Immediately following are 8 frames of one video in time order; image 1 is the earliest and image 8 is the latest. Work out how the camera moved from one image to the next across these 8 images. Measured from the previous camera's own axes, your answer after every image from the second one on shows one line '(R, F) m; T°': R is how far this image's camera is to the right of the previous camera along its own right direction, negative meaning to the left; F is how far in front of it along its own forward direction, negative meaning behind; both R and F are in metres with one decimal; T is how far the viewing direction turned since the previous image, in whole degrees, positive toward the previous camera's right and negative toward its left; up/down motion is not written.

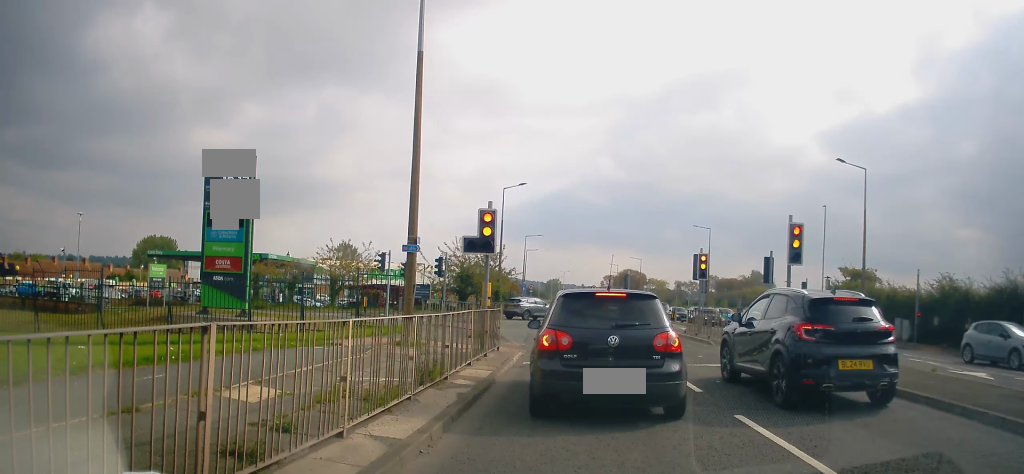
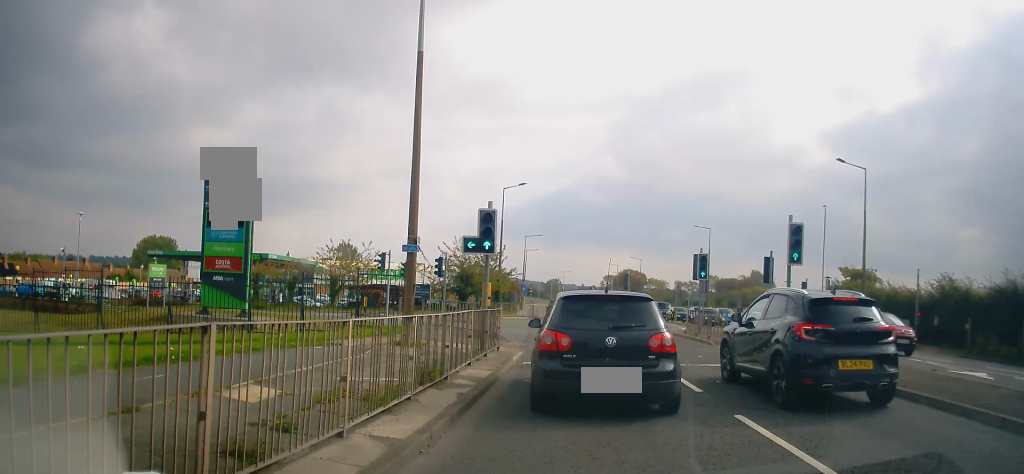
(0.0, 0.0) m; 0°
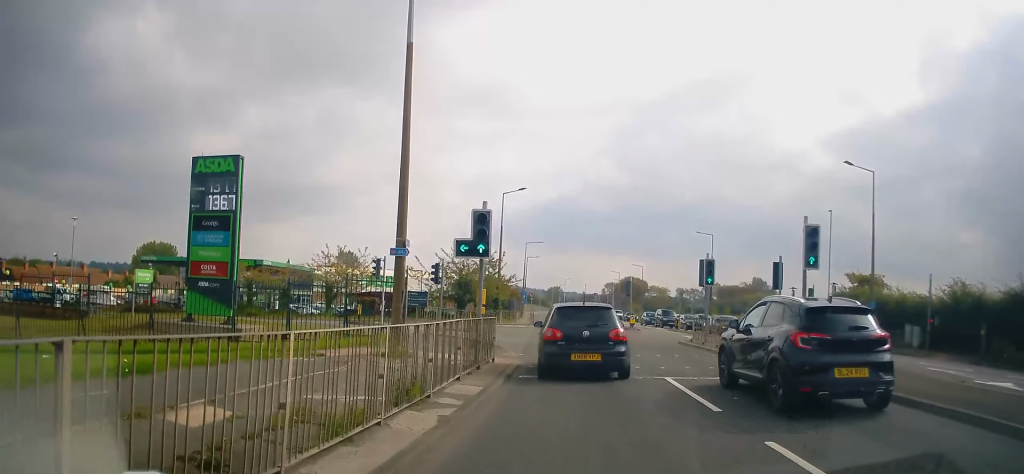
(-0.1, +0.9) m; +4°
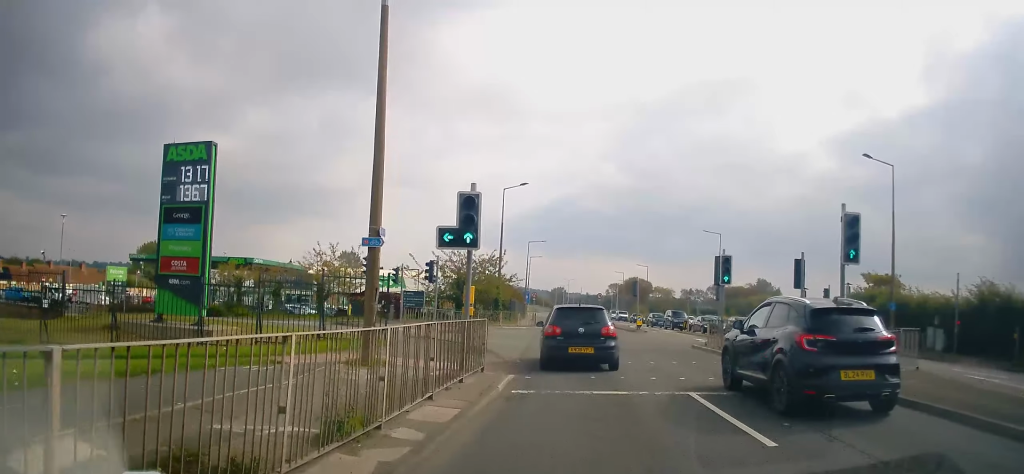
(0.0, +1.3) m; +5°
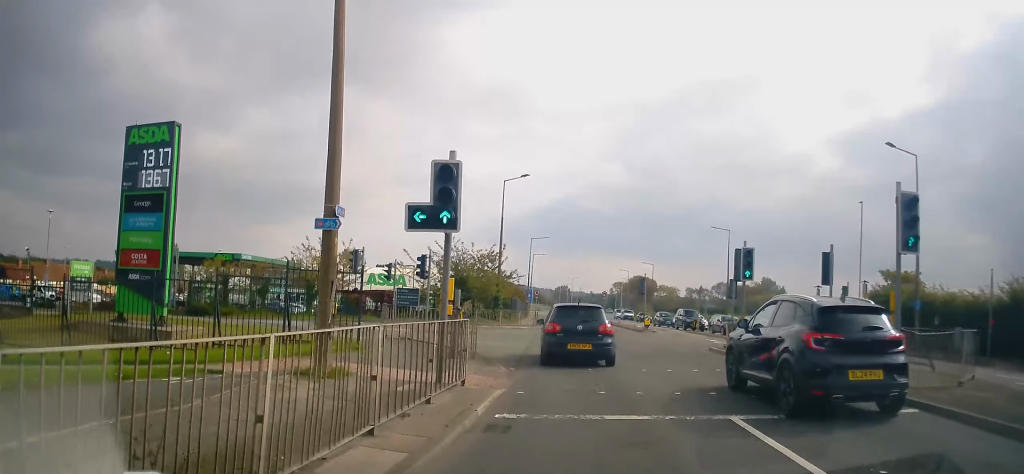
(+0.2, +2.1) m; -2°
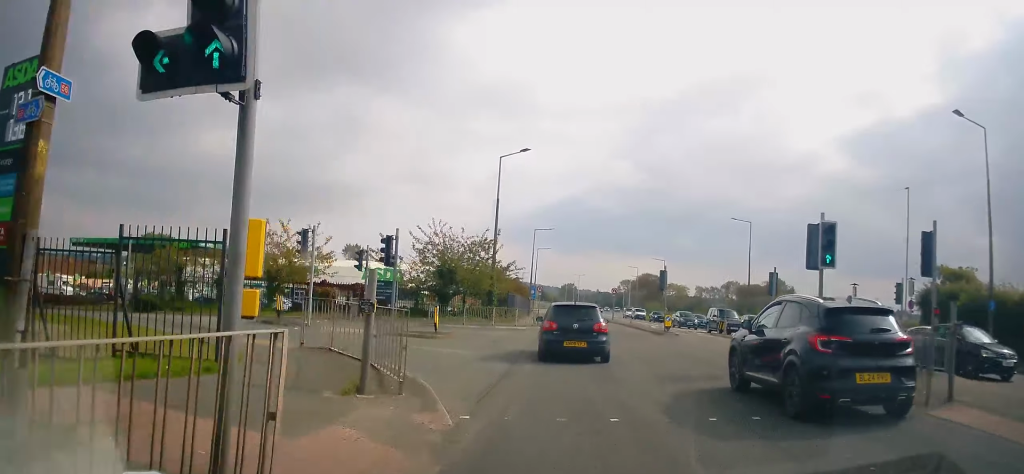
(-0.3, +5.2) m; -3°
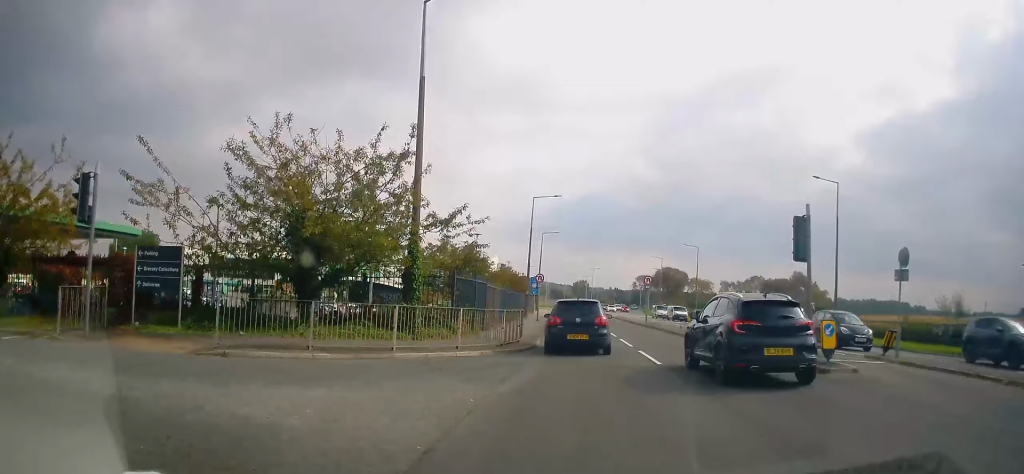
(+0.8, +18.7) m; +2°
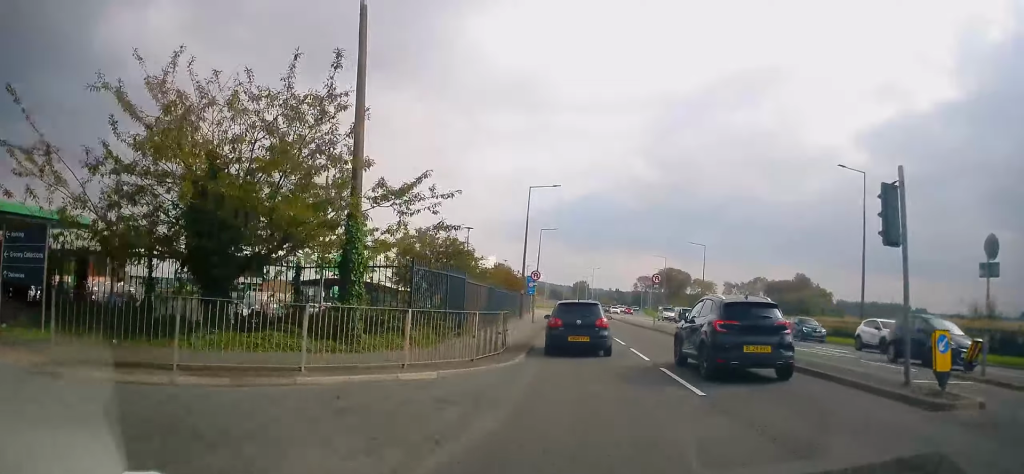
(-0.2, +4.4) m; -1°
